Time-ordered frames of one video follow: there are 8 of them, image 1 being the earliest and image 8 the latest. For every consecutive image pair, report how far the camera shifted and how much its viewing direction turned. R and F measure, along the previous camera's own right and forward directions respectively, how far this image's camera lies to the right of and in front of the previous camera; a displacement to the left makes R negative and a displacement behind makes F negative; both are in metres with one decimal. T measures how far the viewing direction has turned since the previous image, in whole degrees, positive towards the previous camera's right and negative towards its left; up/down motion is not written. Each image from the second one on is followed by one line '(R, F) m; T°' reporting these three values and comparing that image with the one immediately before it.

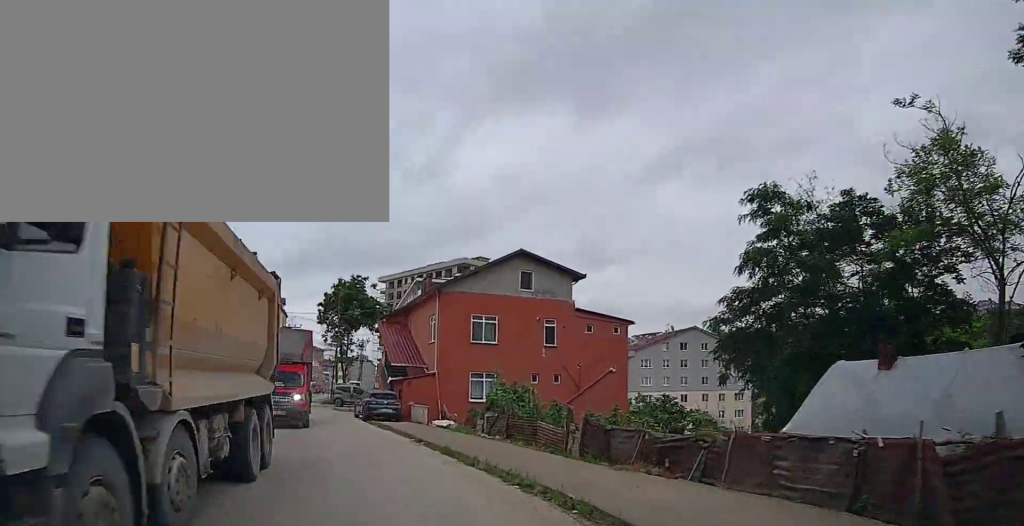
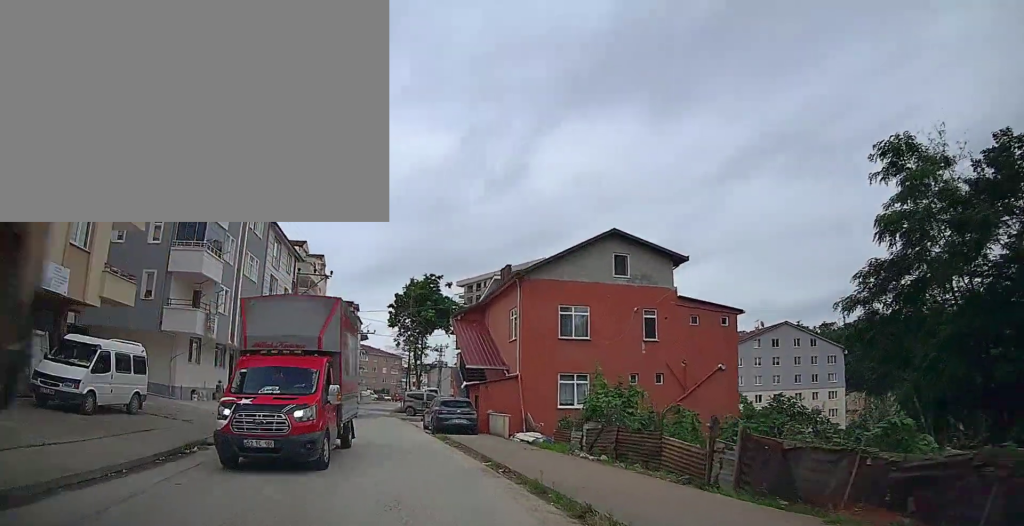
(-0.1, +4.4) m; -6°
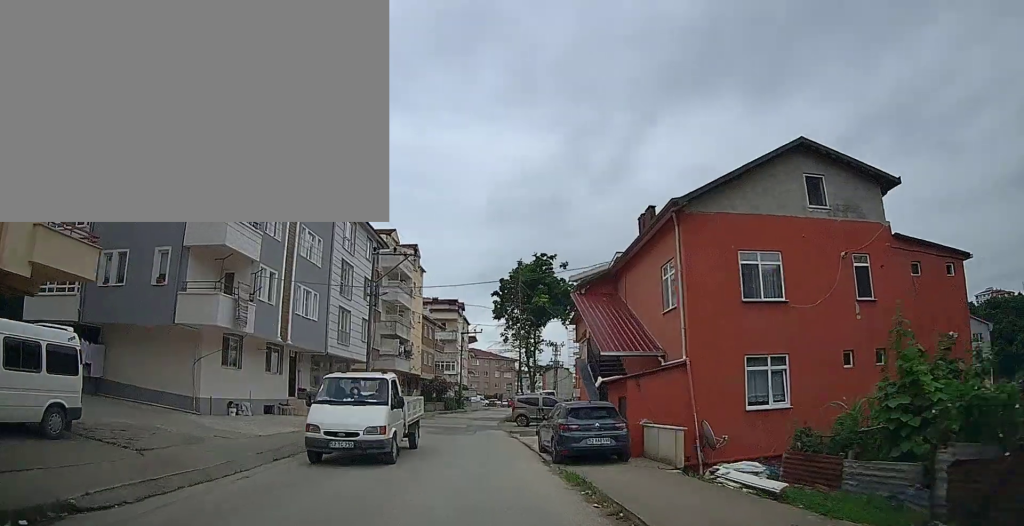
(-1.1, +8.6) m; -11°
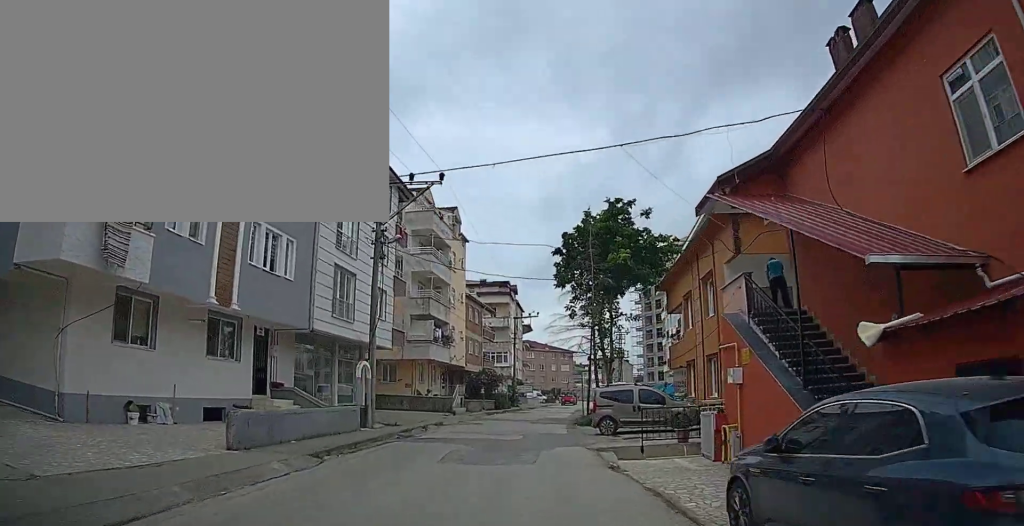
(-0.9, +10.7) m; -5°
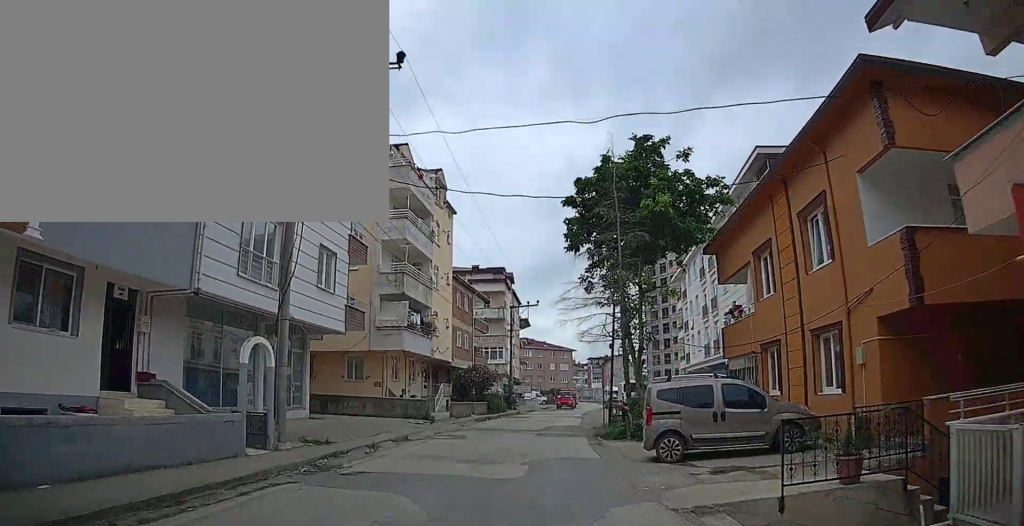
(+0.1, +8.1) m; 0°
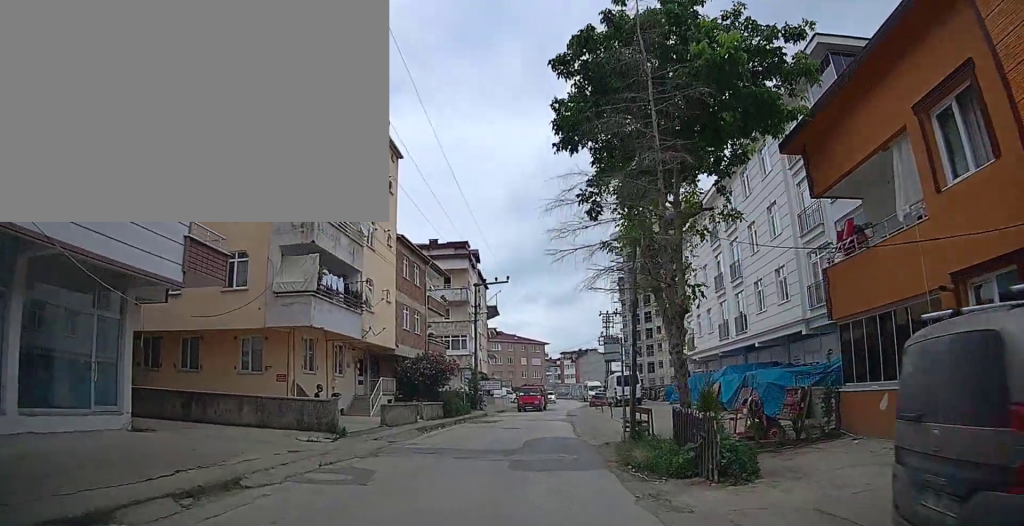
(-0.1, +9.8) m; 0°
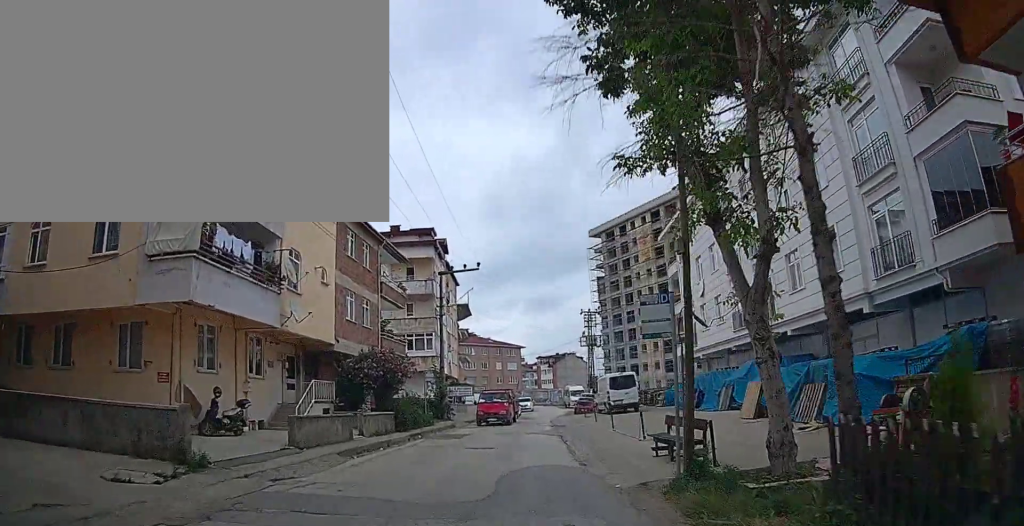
(+0.2, +6.7) m; +2°
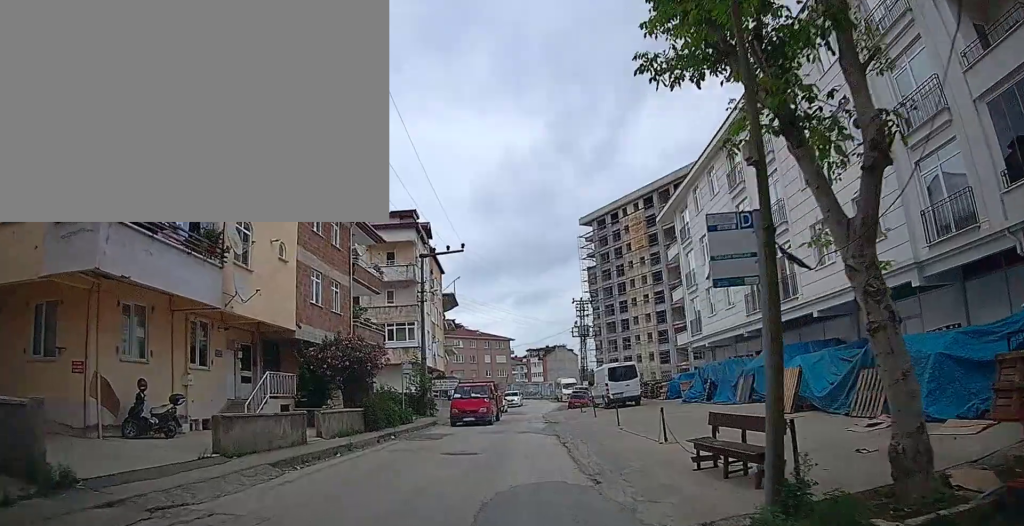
(0.0, +3.3) m; +1°
